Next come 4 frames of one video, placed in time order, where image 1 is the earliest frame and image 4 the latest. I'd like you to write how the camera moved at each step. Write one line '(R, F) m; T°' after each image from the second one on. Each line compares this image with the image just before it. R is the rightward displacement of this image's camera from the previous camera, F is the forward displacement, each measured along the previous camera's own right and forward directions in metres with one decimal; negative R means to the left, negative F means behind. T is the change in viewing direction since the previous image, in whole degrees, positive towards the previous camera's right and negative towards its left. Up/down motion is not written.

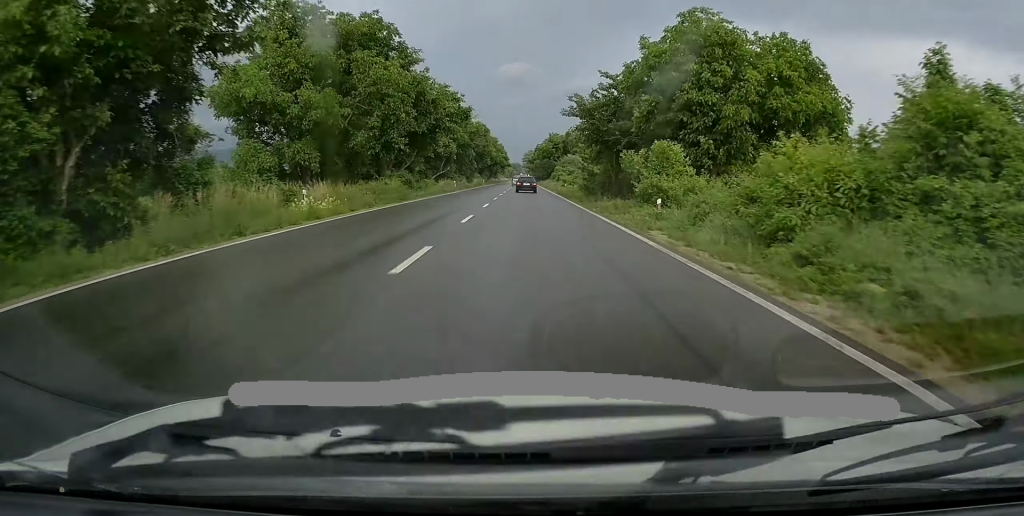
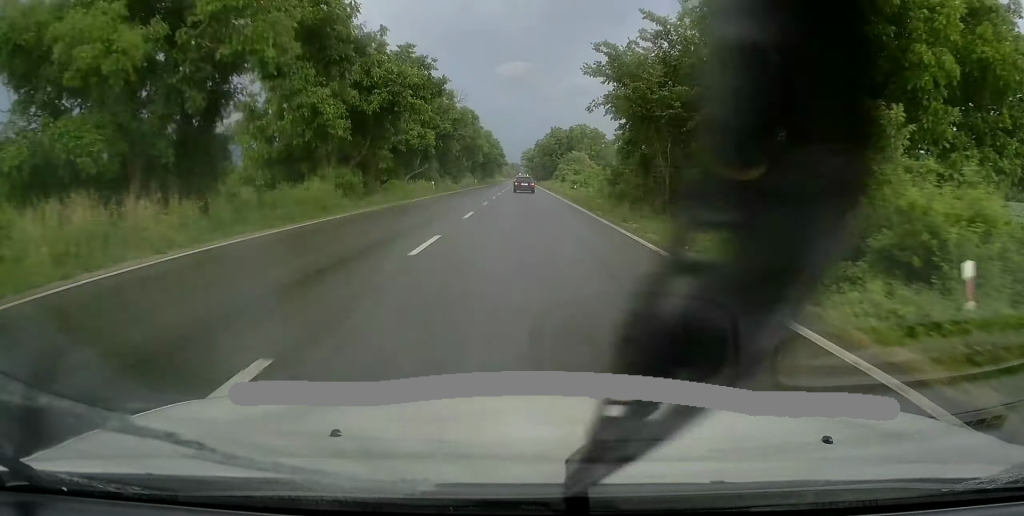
(0.0, +16.0) m; 0°
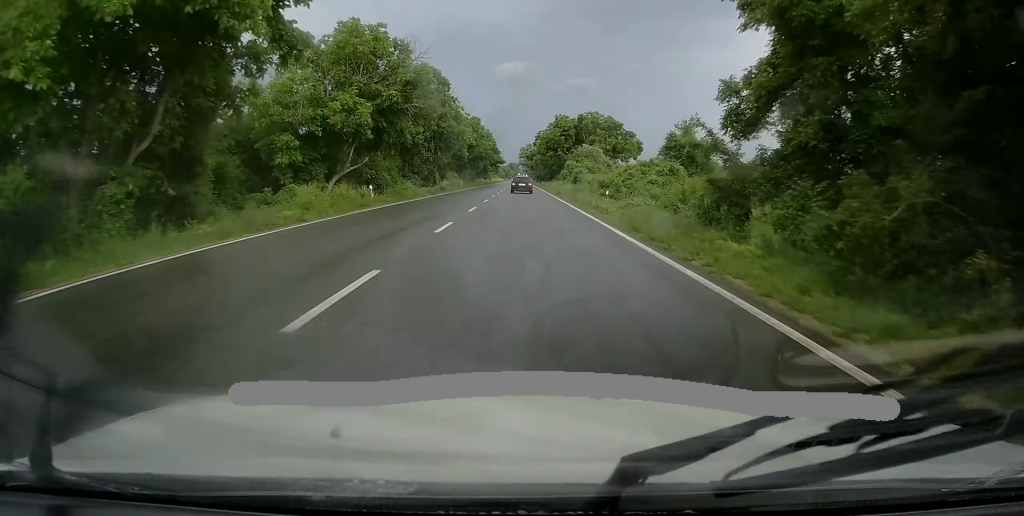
(+0.3, +22.7) m; +1°
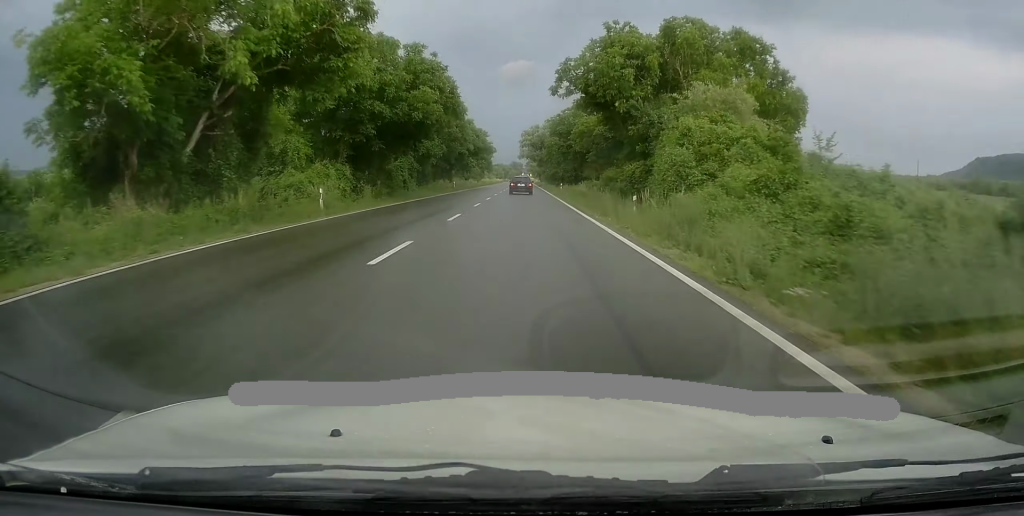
(+0.1, +58.1) m; -1°
